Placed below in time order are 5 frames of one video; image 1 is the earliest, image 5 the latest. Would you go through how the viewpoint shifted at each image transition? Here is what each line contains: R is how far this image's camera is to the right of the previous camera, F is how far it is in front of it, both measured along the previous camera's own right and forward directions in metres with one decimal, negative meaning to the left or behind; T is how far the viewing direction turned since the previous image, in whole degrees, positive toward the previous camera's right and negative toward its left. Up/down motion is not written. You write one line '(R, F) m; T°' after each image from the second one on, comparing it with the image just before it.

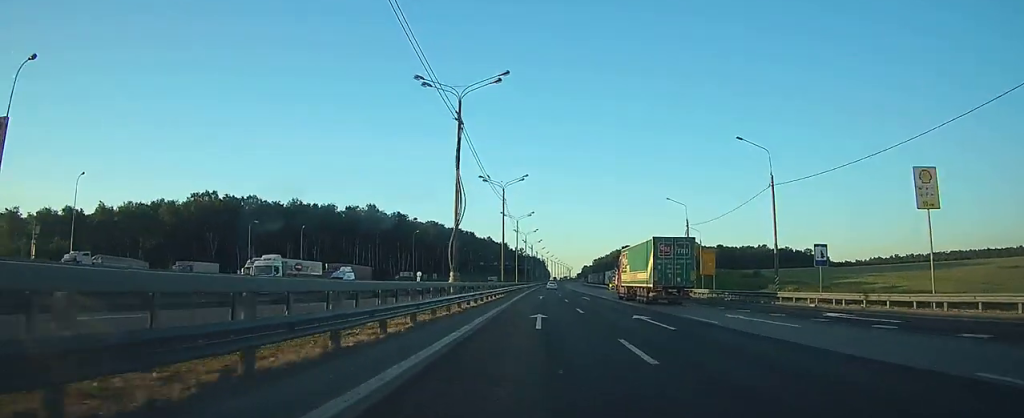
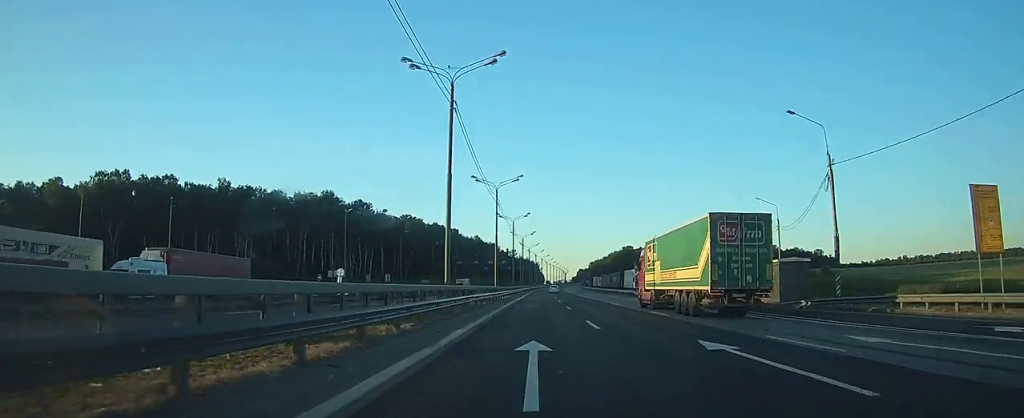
(+0.1, +40.1) m; +1°
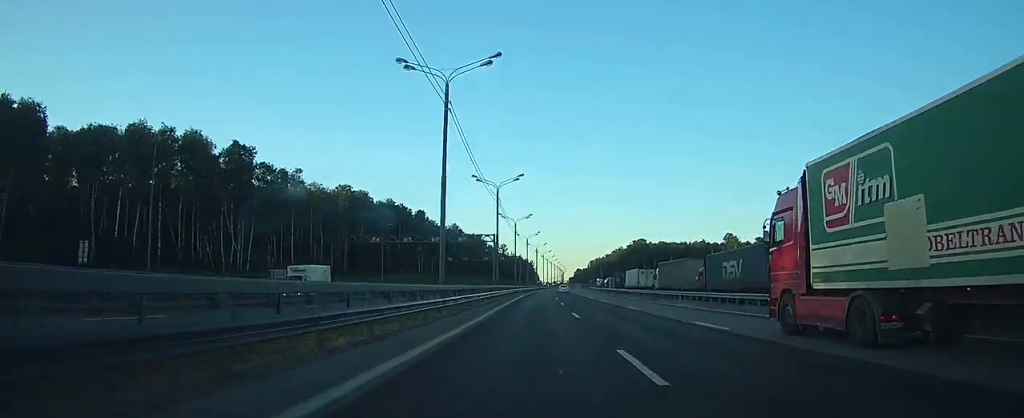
(+0.8, +73.5) m; +1°
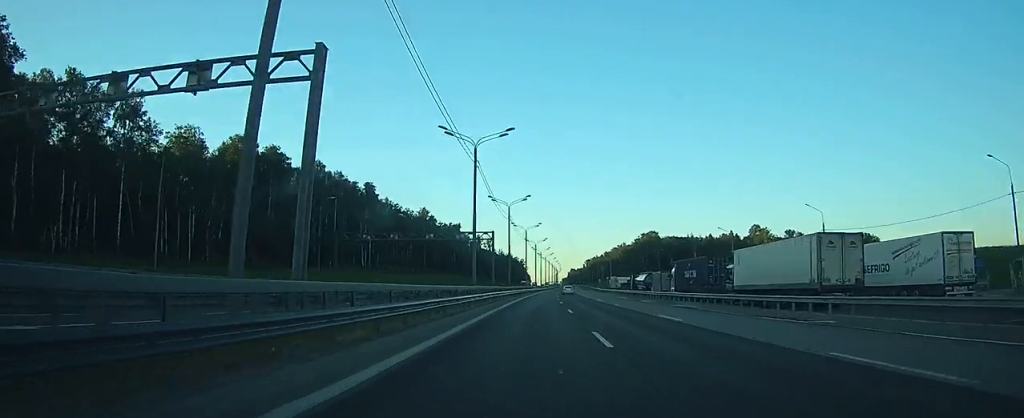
(+0.1, +58.7) m; 0°
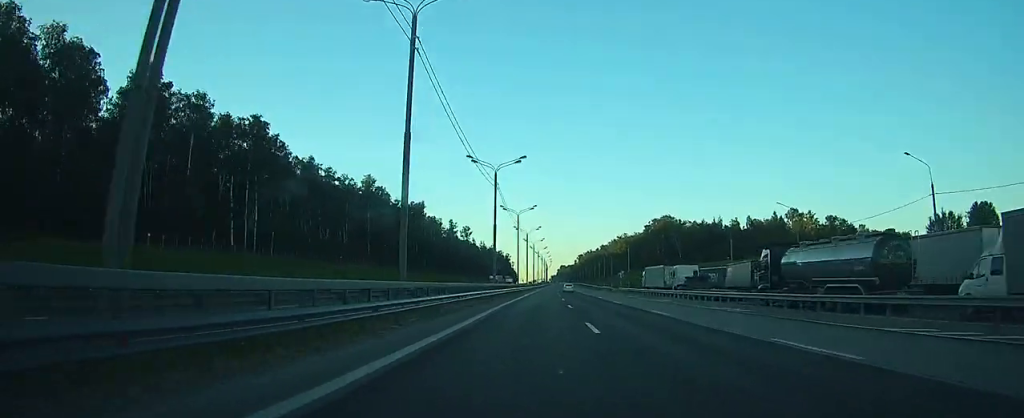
(+0.5, +60.5) m; +1°
